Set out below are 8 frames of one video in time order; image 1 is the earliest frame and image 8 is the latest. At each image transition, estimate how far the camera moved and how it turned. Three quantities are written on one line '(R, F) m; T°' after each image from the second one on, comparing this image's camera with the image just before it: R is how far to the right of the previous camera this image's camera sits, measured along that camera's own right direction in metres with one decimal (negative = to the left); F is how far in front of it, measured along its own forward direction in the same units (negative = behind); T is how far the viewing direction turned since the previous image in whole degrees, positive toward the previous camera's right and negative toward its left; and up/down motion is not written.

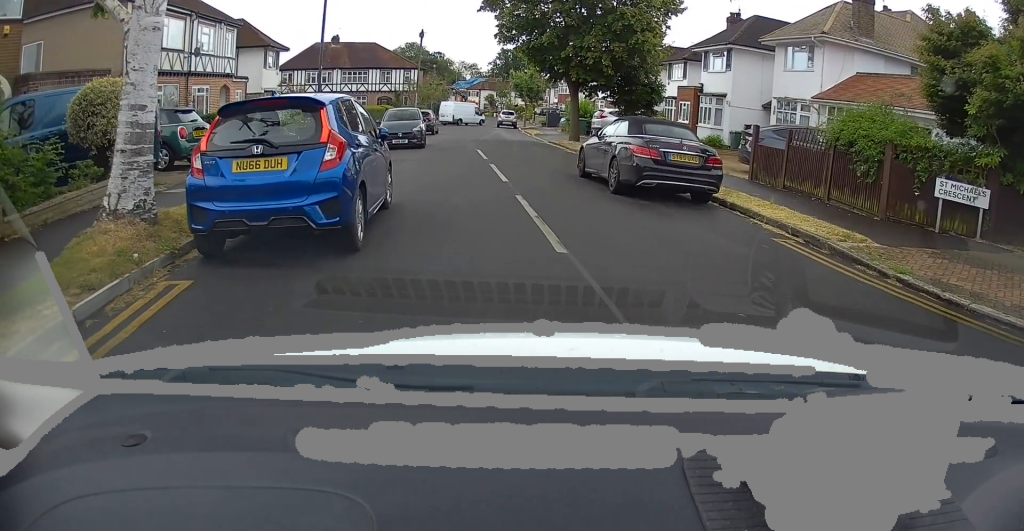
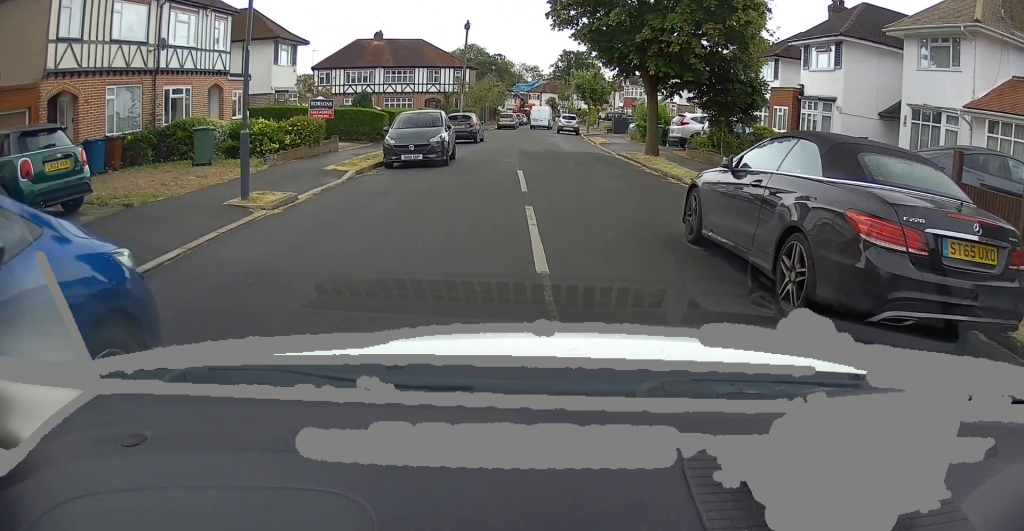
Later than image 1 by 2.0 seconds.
(+0.2, +6.6) m; -2°
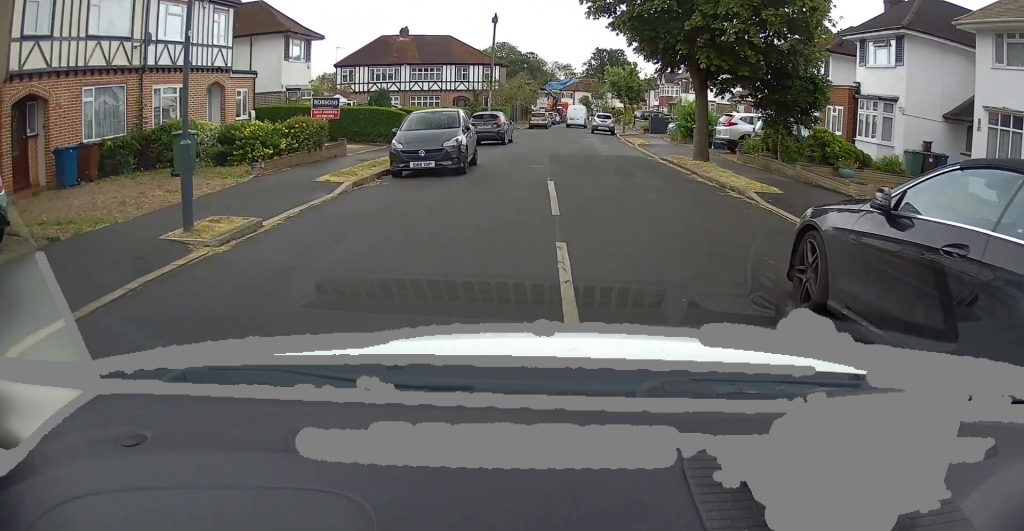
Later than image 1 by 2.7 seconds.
(-0.2, +2.8) m; -5°
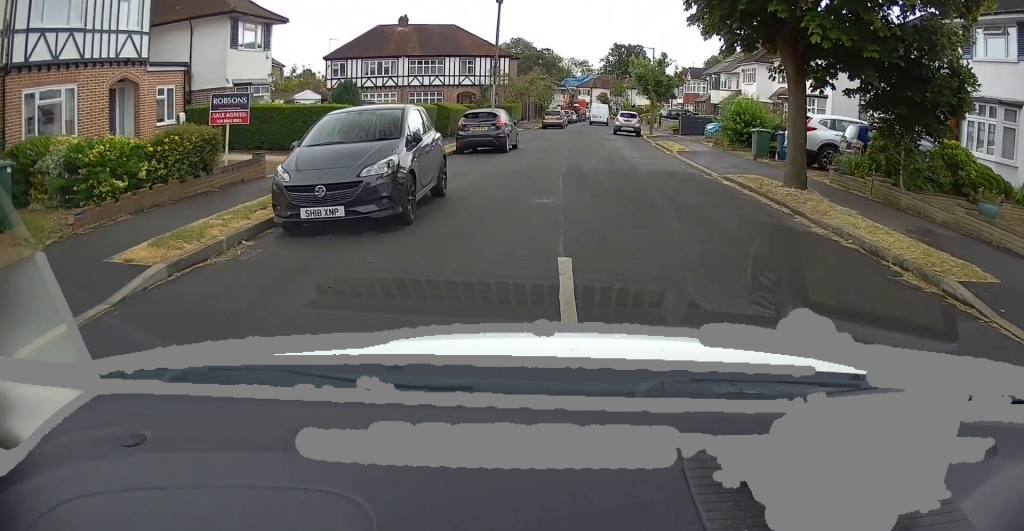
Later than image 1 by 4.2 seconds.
(-0.5, +7.2) m; -5°
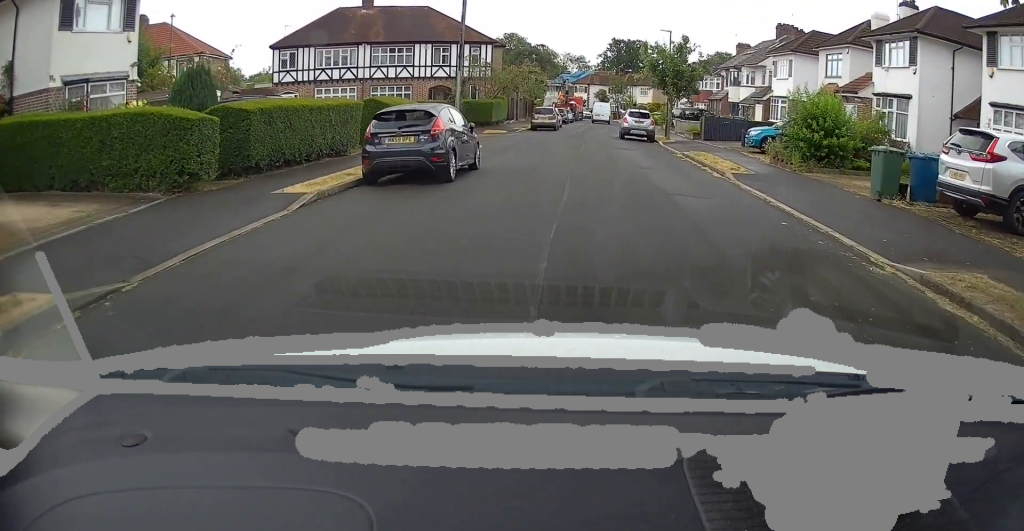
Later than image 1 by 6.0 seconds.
(-0.1, +9.7) m; 0°
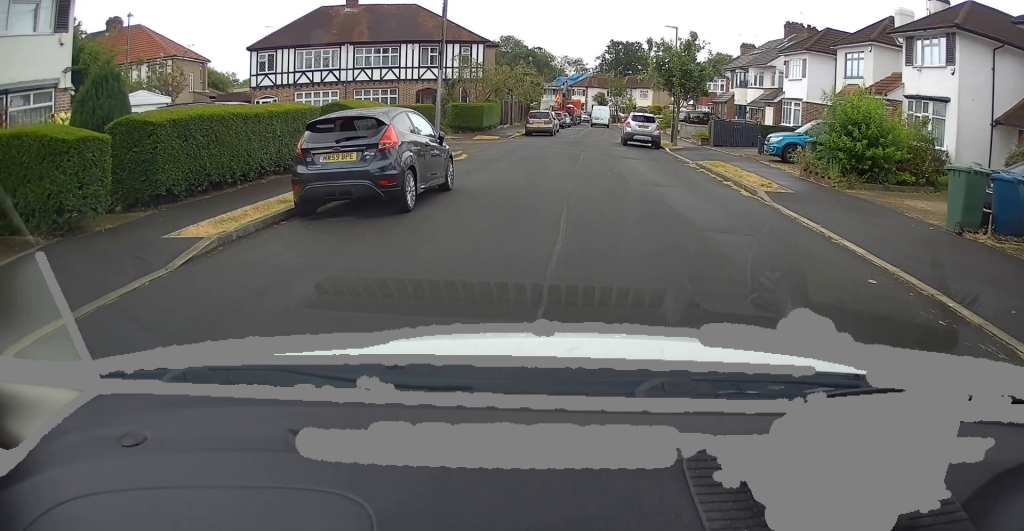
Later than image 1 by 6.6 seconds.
(0.0, +3.0) m; 0°
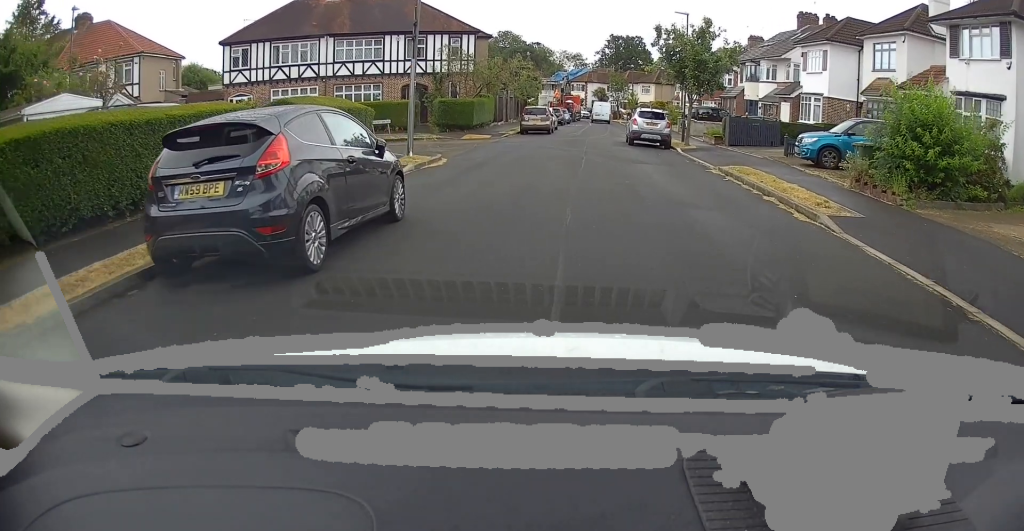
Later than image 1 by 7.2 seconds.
(0.0, +3.4) m; 0°
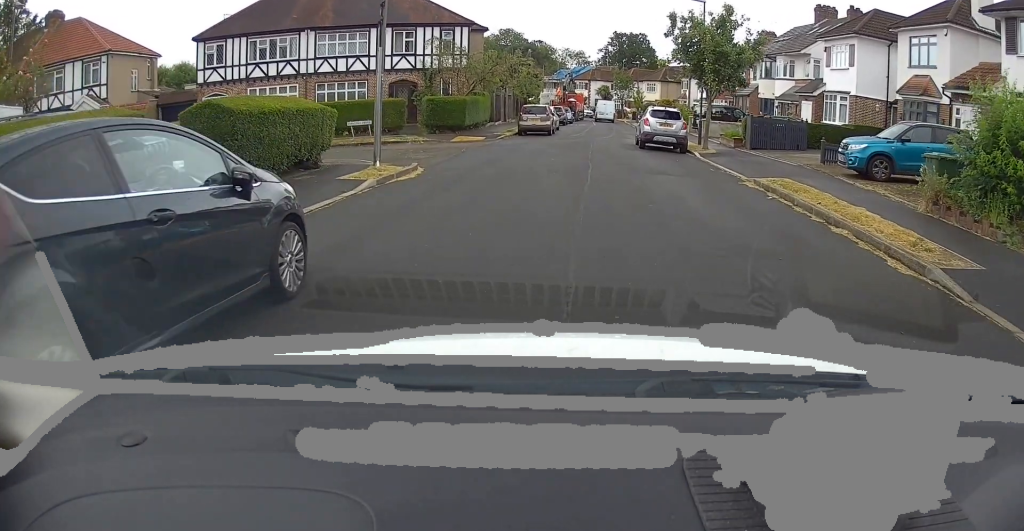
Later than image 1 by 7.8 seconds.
(0.0, +3.4) m; +3°
